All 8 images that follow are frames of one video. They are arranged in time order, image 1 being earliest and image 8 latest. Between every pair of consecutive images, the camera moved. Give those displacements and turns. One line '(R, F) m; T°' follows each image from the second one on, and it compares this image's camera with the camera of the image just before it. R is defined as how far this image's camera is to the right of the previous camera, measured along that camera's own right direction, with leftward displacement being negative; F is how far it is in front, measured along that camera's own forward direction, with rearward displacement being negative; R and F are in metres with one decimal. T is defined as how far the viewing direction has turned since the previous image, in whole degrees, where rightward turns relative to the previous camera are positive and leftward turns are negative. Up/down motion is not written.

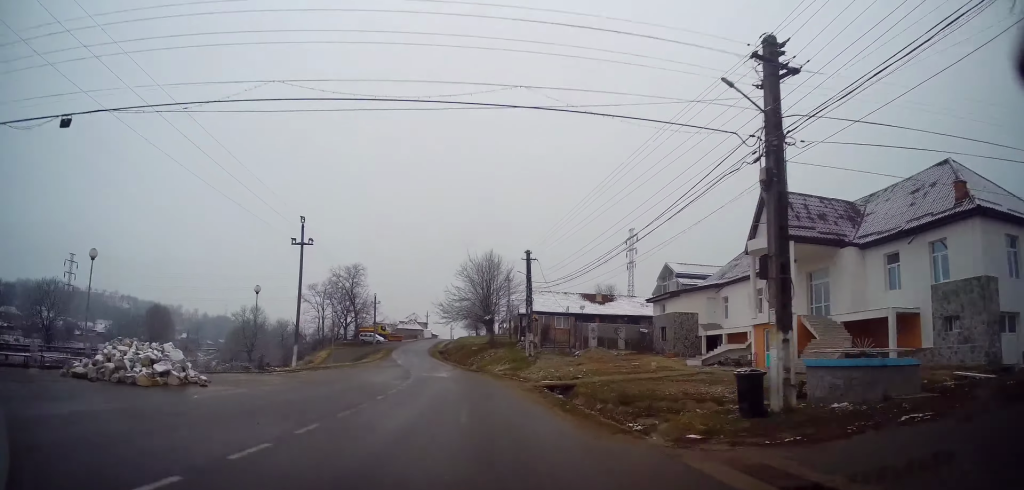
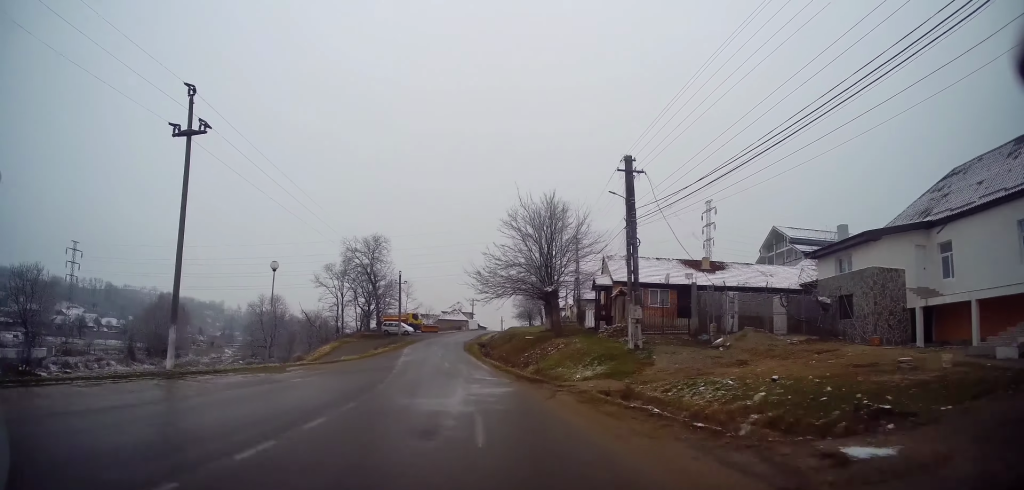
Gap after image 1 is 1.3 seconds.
(-0.8, +20.5) m; -4°
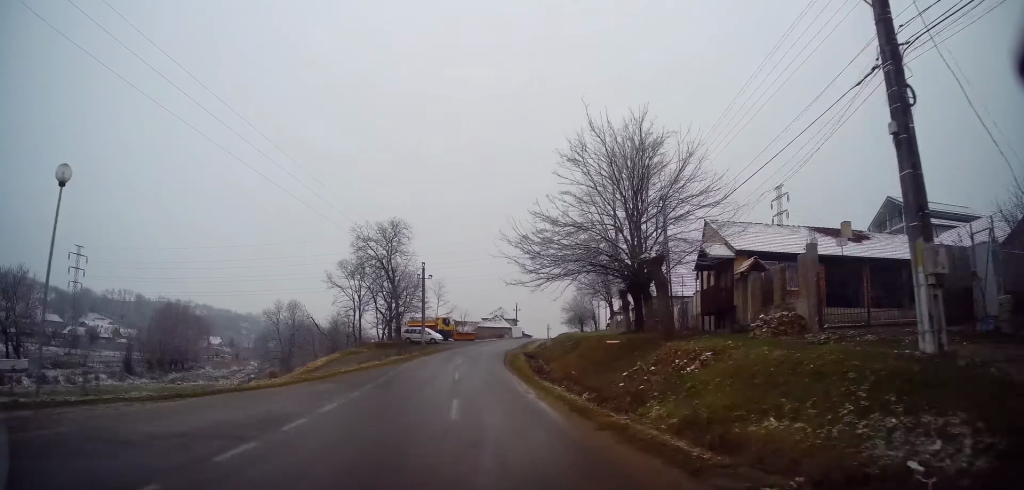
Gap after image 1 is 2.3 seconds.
(-0.4, +14.9) m; -3°
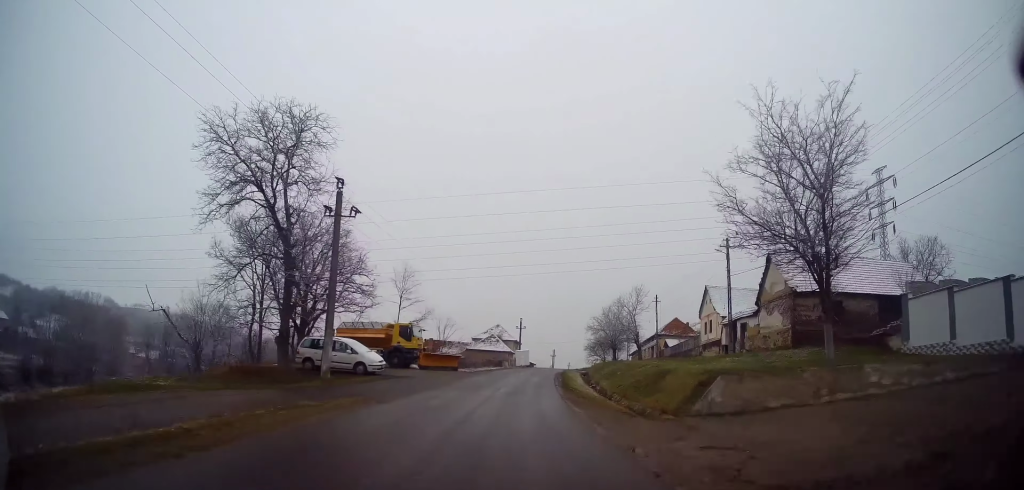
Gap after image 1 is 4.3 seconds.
(-0.6, +33.9) m; +1°
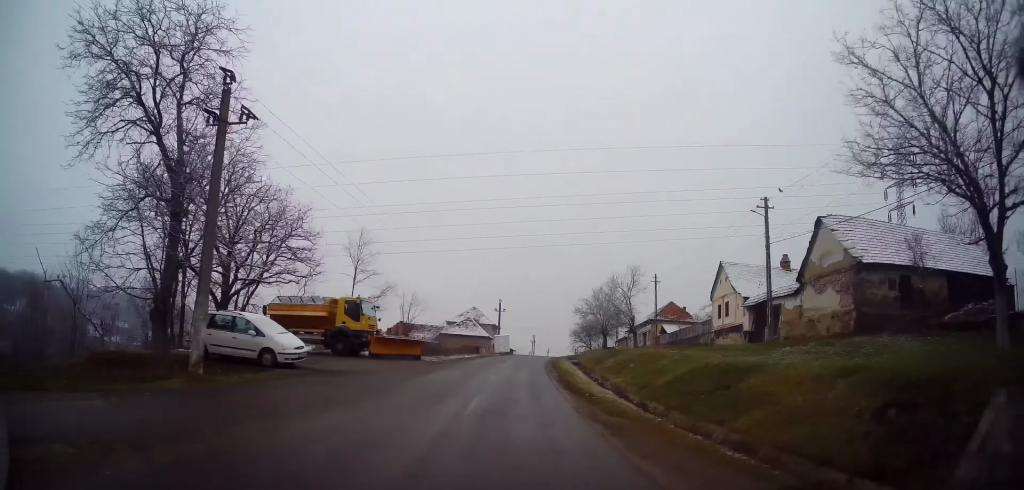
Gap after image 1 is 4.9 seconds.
(+0.2, +8.9) m; +1°
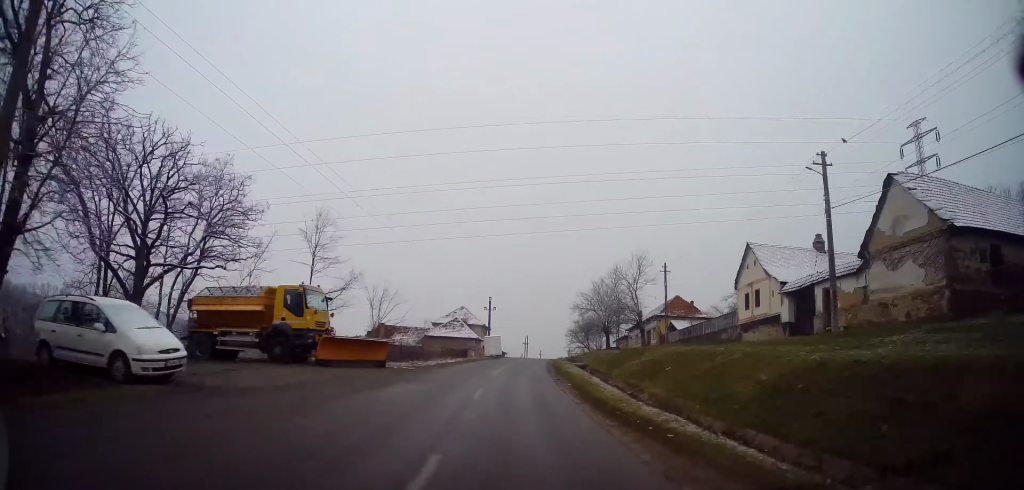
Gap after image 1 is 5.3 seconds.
(0.0, +7.3) m; +1°
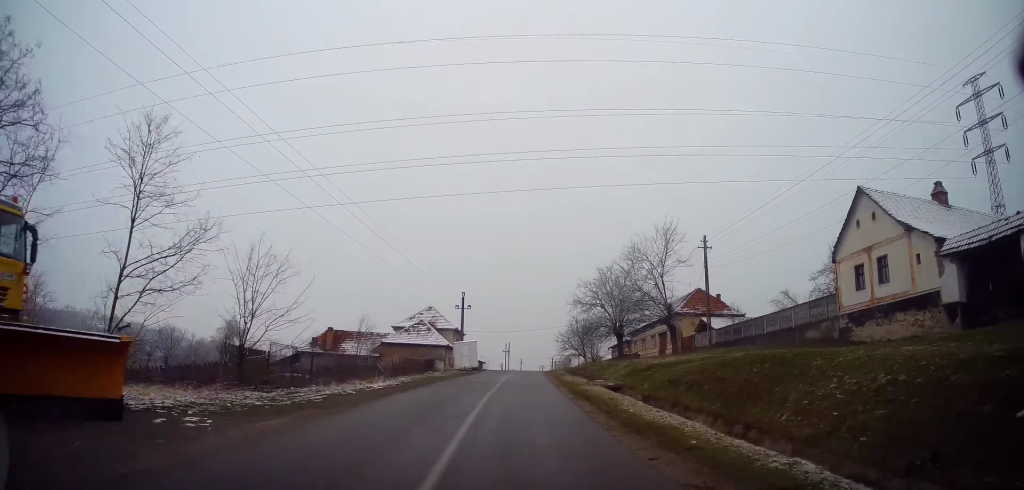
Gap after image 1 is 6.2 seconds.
(+0.1, +15.8) m; +2°
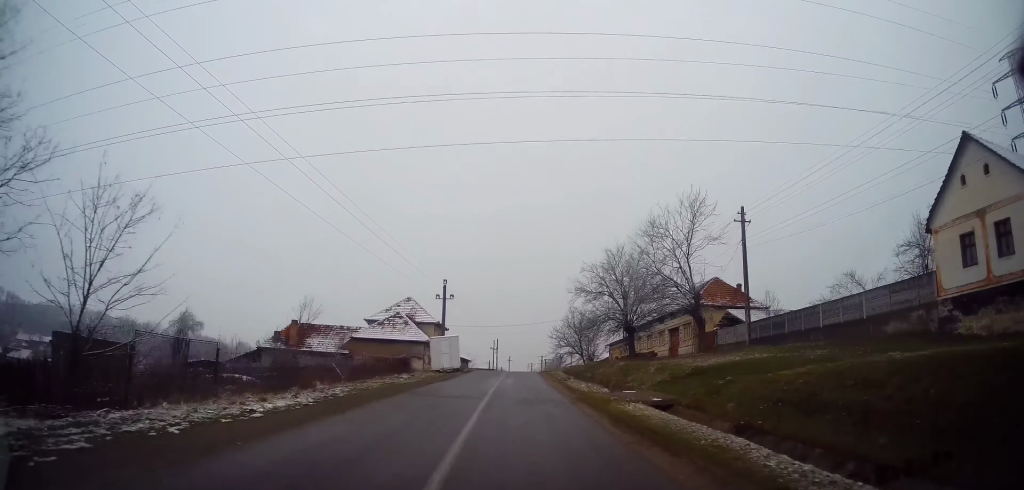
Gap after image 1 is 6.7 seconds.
(+0.1, +8.0) m; +2°
